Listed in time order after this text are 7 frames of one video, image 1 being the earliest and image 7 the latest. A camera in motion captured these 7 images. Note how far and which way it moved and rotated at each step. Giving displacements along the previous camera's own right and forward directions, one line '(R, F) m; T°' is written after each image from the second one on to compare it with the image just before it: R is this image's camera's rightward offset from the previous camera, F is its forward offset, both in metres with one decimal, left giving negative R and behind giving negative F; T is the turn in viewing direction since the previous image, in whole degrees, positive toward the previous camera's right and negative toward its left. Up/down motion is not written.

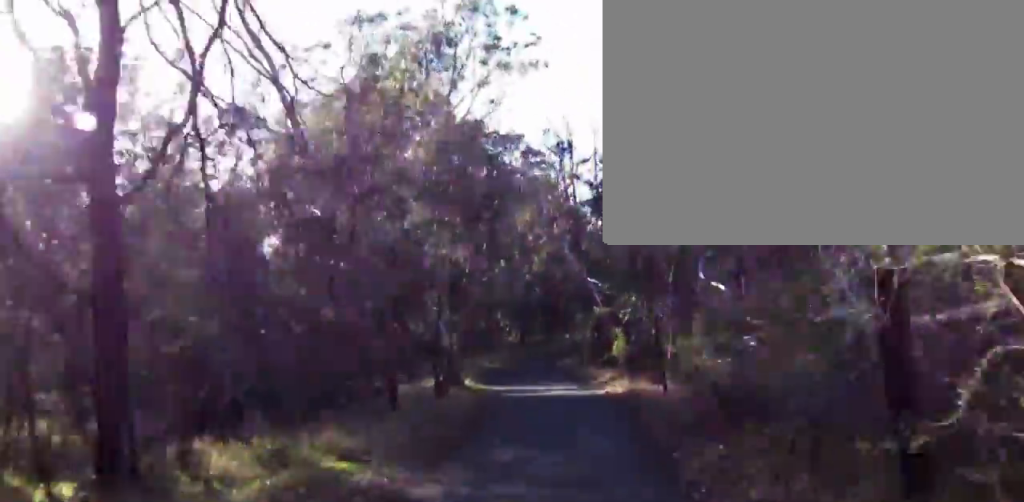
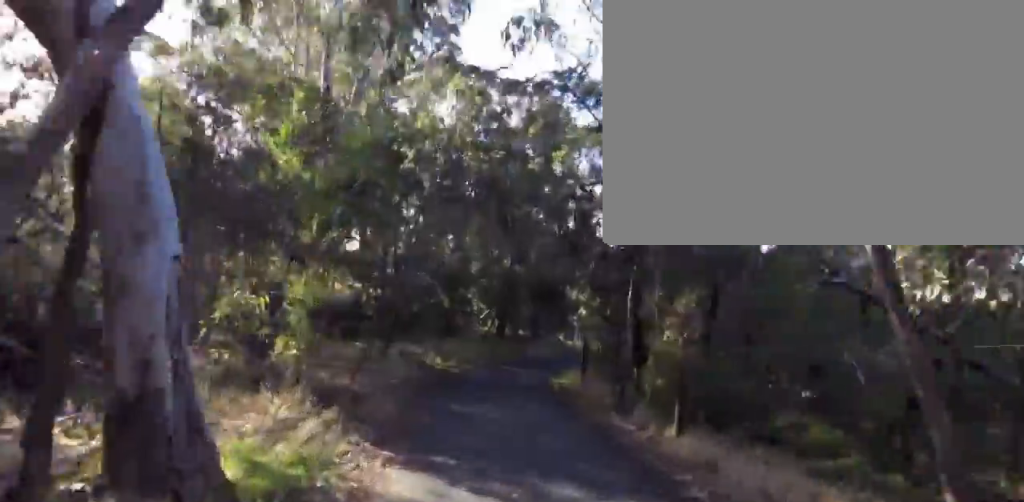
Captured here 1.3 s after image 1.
(-0.1, +11.2) m; -1°
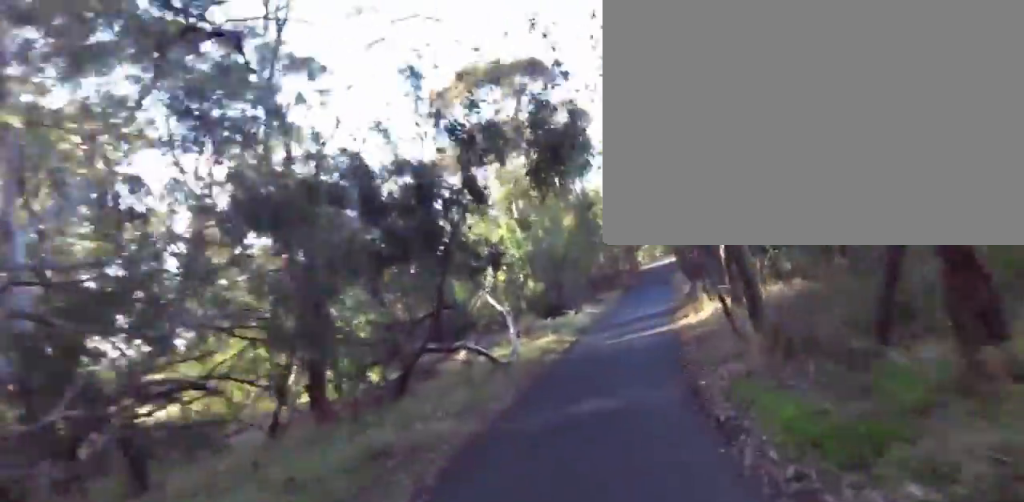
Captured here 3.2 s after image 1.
(+1.9, +16.4) m; +21°
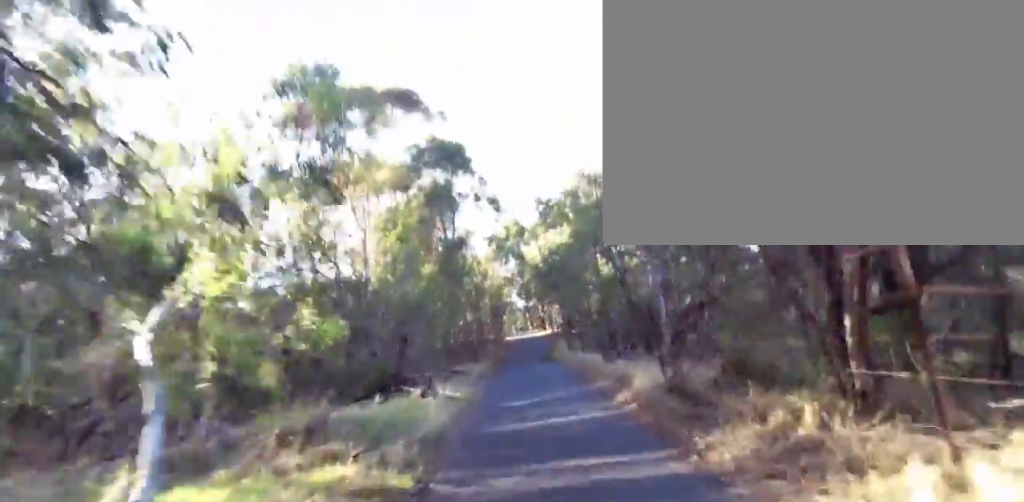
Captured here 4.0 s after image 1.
(+1.2, +8.1) m; +8°
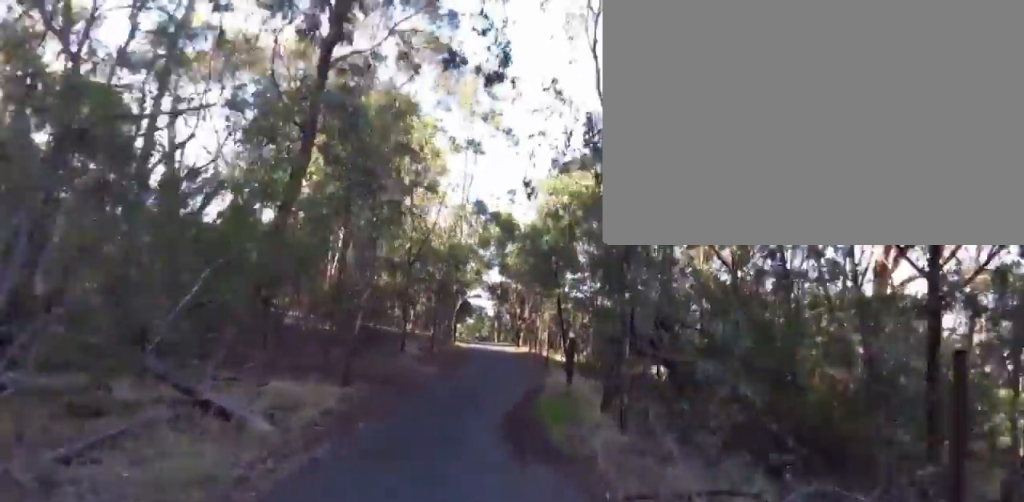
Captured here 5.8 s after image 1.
(+0.1, +18.7) m; +2°
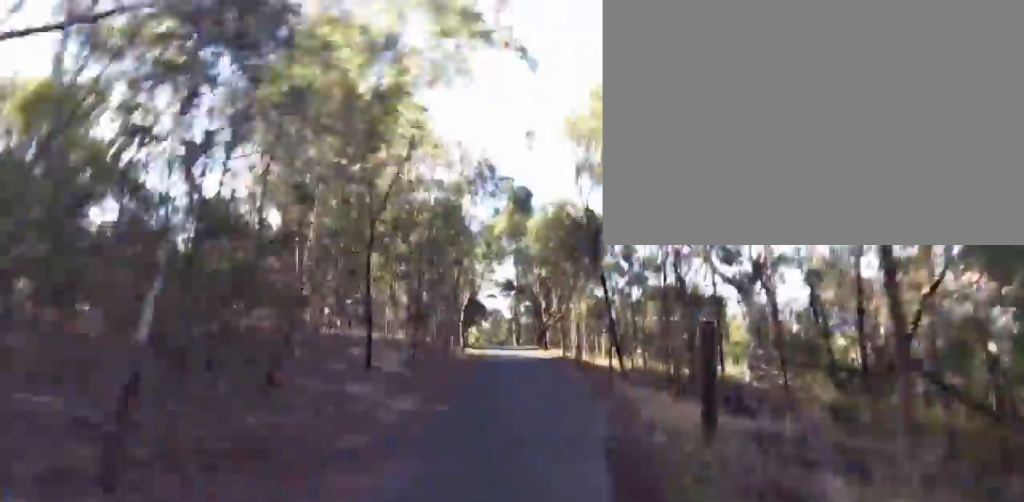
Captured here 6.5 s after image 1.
(+0.2, +8.1) m; 0°
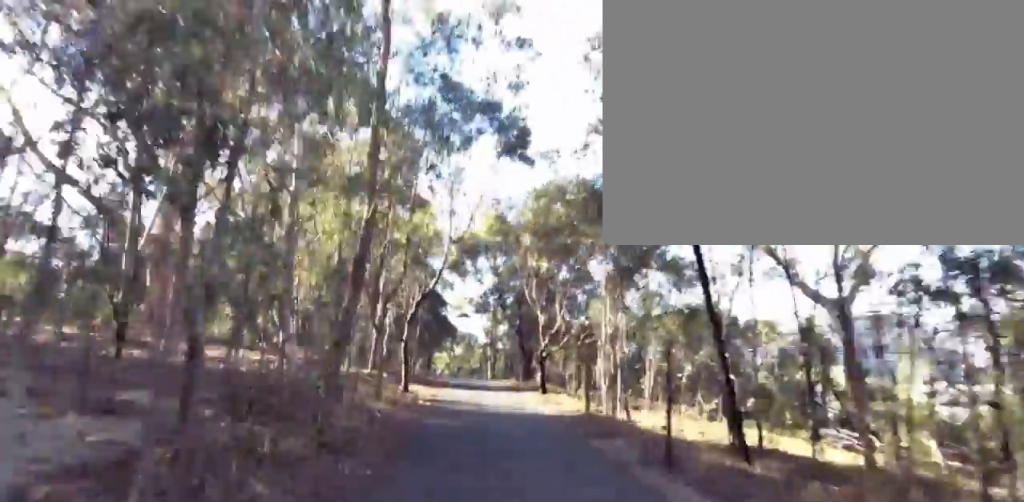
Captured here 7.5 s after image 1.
(-0.2, +10.3) m; -1°
